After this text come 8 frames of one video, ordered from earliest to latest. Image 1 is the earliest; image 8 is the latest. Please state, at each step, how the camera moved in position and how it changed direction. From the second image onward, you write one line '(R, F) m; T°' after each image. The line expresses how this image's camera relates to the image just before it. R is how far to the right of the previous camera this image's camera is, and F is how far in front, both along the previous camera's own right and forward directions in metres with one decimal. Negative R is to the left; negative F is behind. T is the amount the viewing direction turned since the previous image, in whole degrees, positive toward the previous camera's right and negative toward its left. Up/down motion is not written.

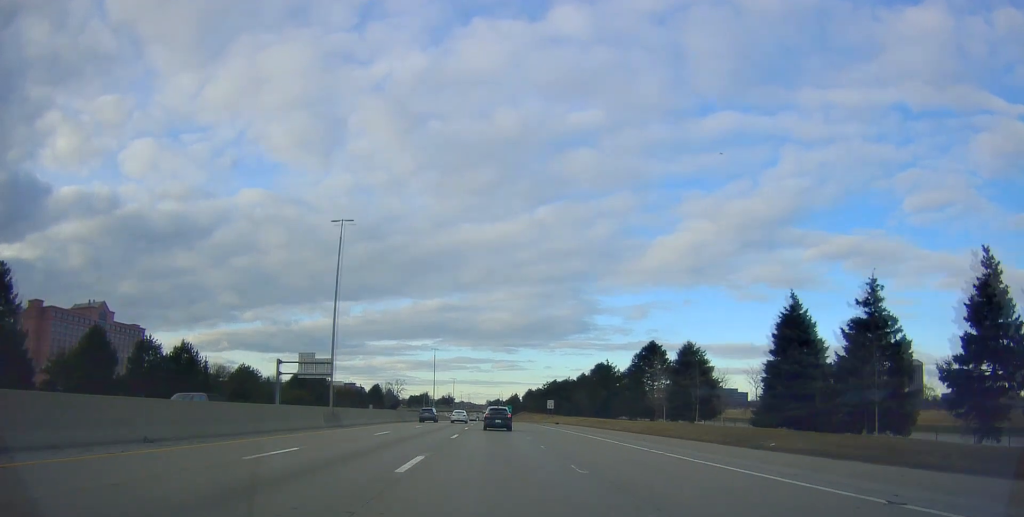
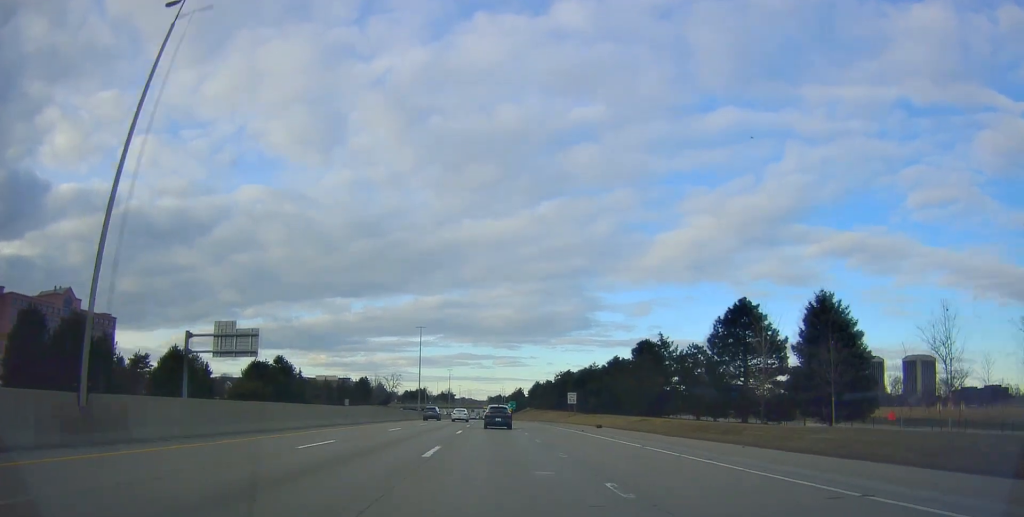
(+0.4, +26.9) m; +1°
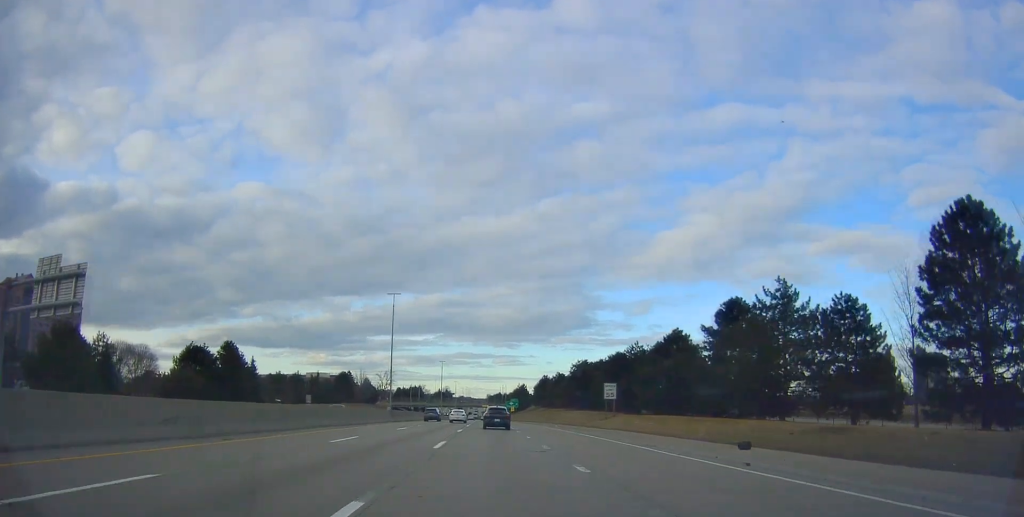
(-0.1, +26.7) m; 0°
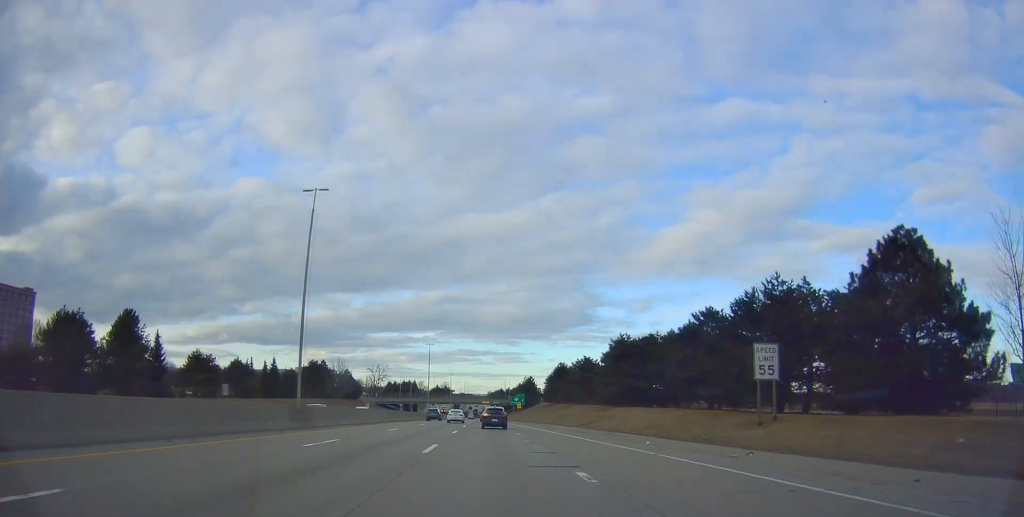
(+0.2, +33.0) m; -1°
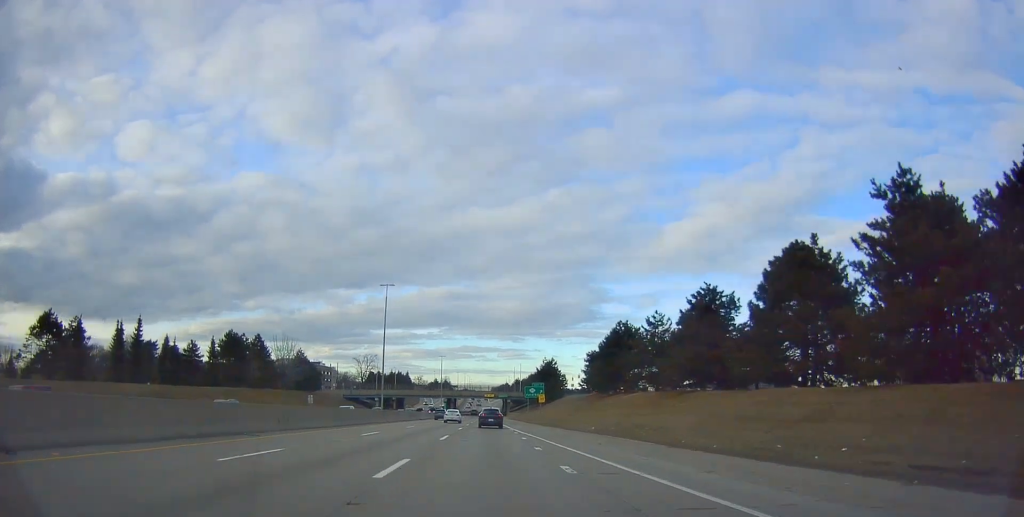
(-0.1, +52.4) m; +1°
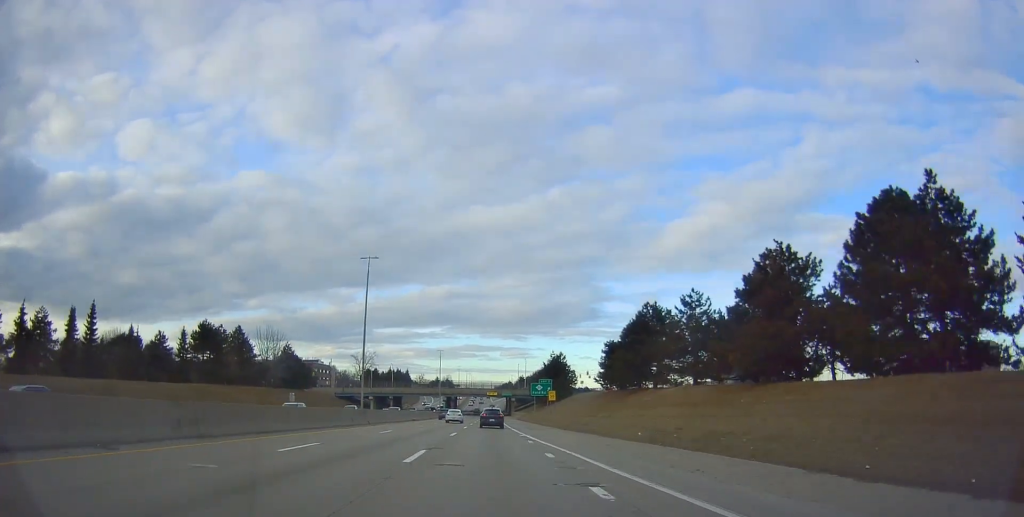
(+0.1, +11.0) m; 0°
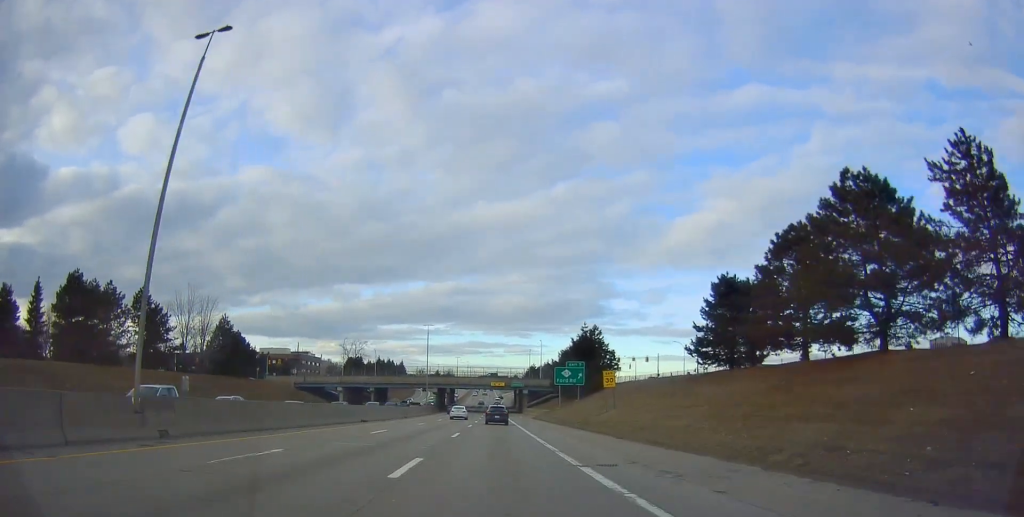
(-0.7, +35.0) m; -1°
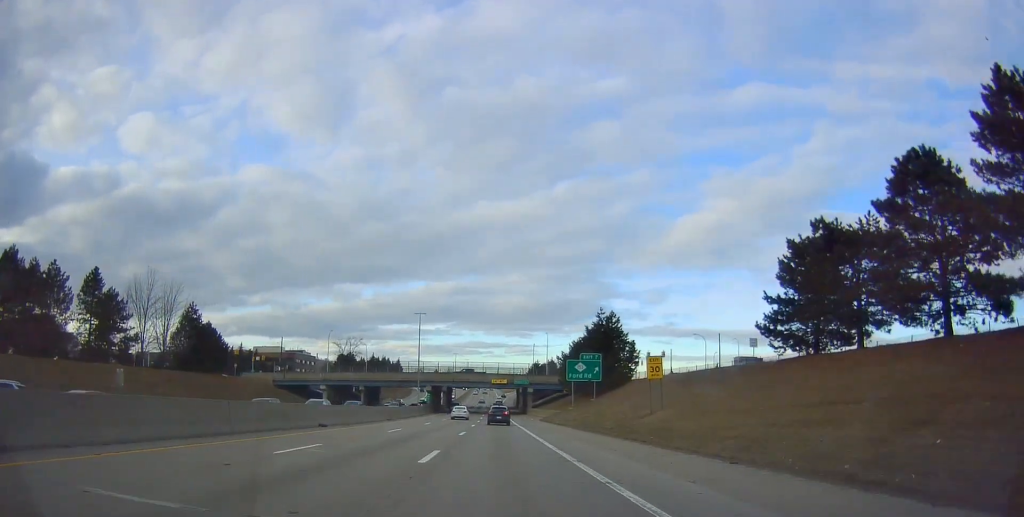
(-0.3, +11.9) m; 0°
